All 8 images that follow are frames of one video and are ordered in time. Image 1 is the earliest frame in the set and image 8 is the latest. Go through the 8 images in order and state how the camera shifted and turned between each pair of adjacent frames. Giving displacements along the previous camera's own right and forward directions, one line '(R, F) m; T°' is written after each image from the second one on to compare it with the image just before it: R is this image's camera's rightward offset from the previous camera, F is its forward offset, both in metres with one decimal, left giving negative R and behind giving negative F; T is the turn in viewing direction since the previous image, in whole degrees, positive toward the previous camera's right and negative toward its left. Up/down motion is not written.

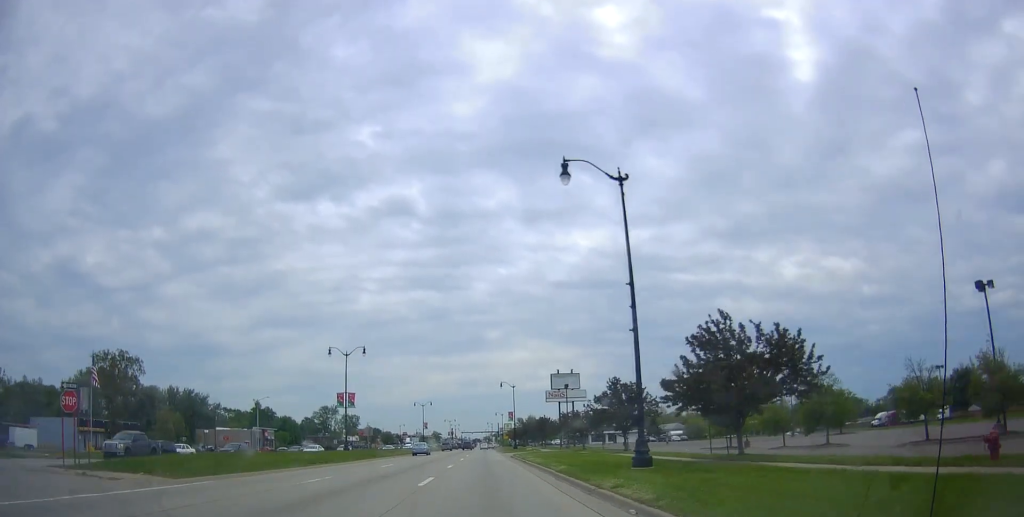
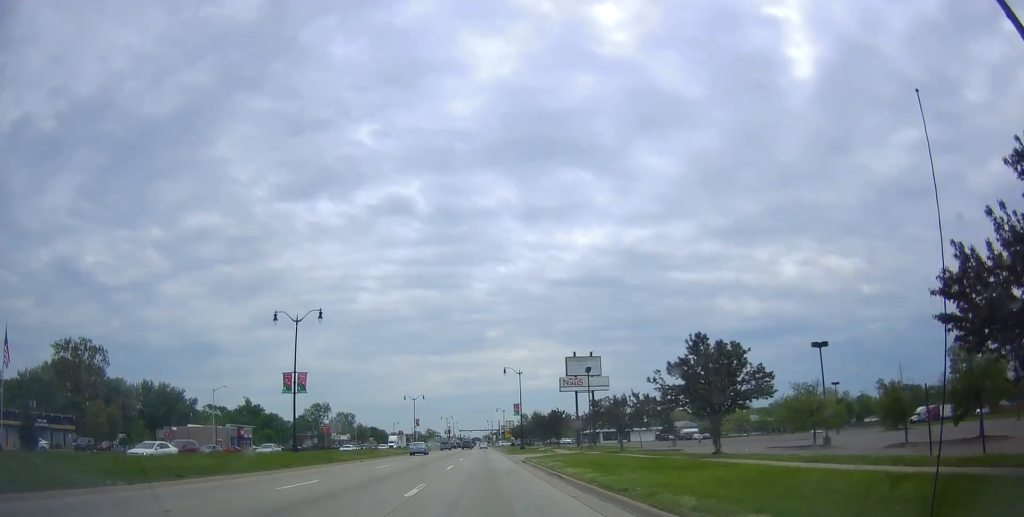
(-0.5, +17.0) m; +1°
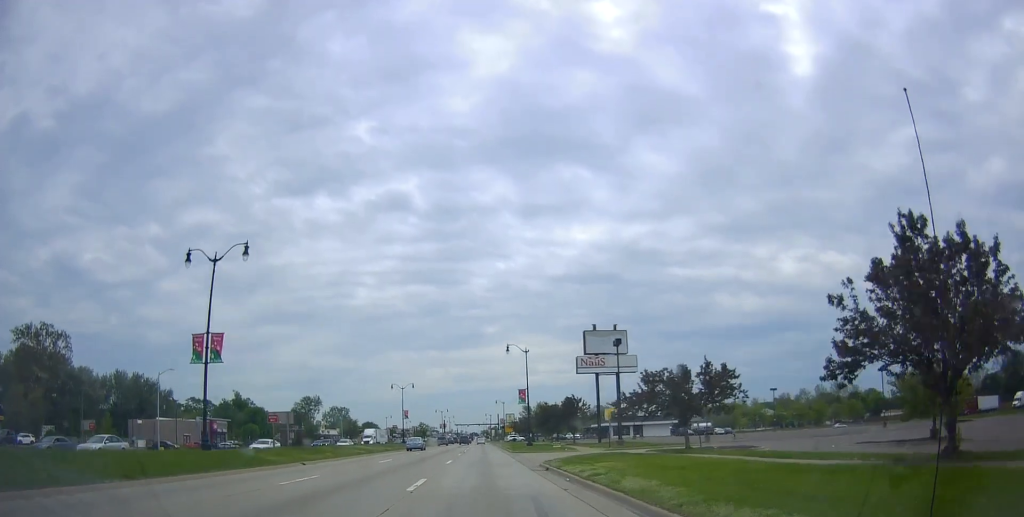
(+0.6, +14.9) m; +2°
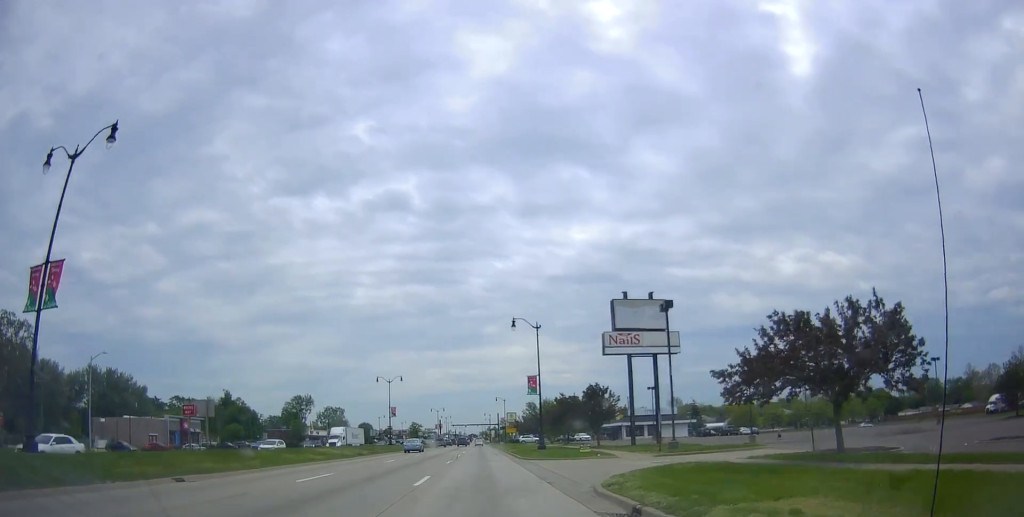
(0.0, +13.9) m; 0°
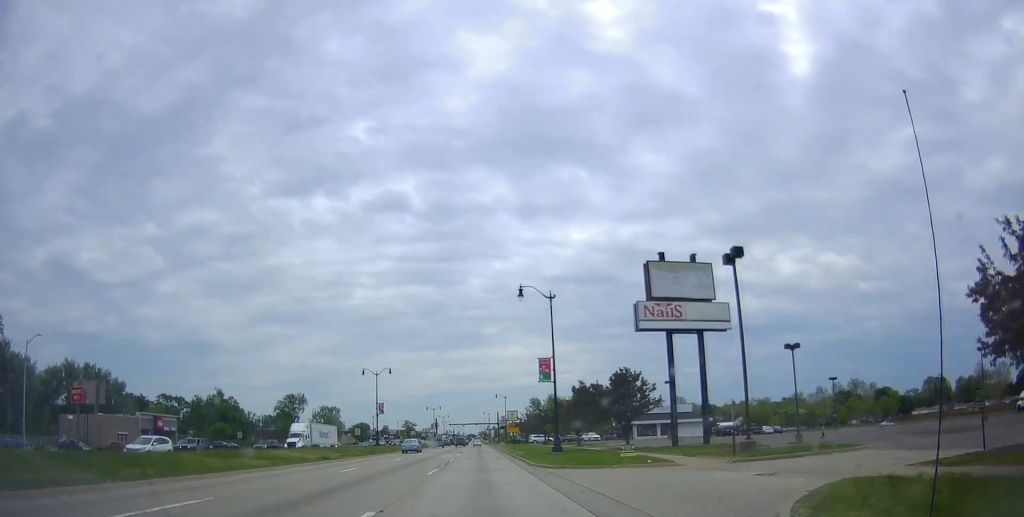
(0.0, +10.4) m; 0°
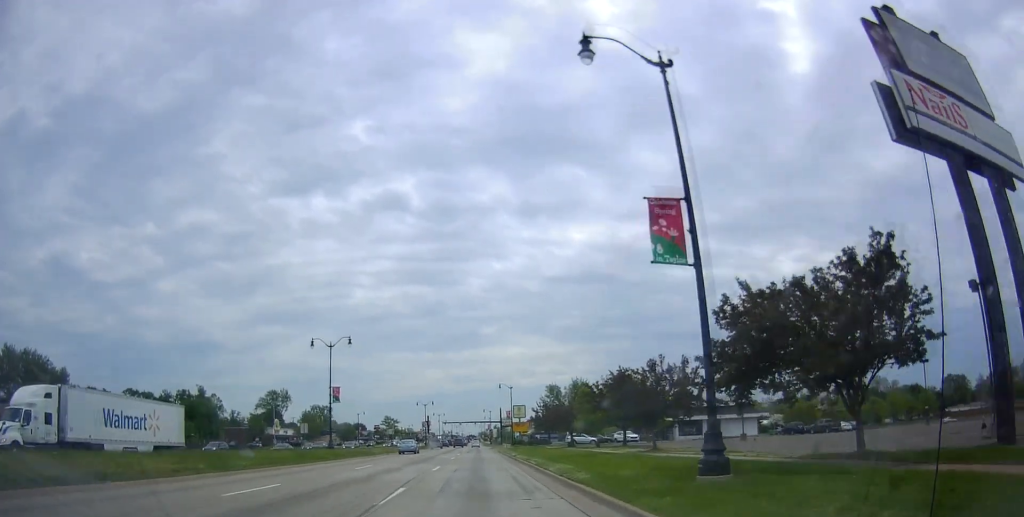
(0.0, +25.6) m; -2°
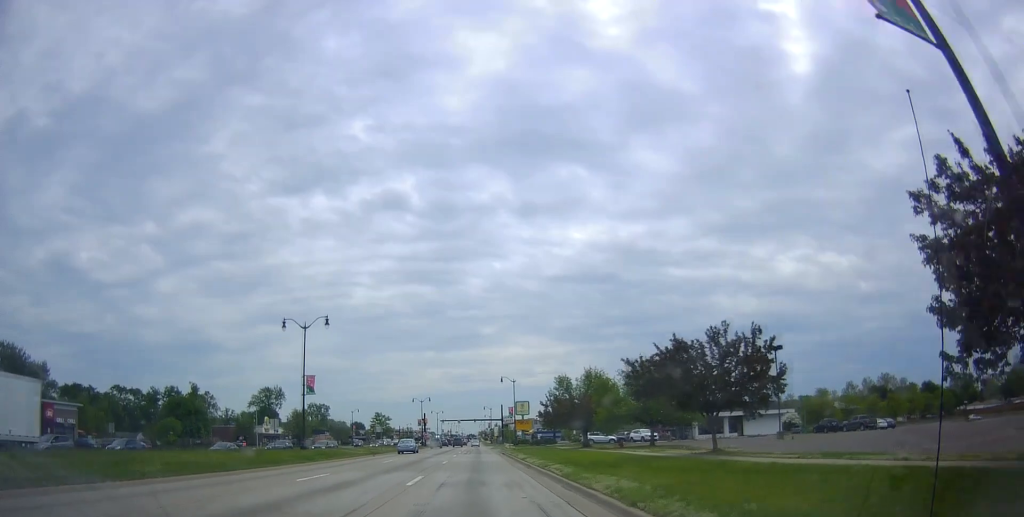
(-0.3, +8.8) m; 0°
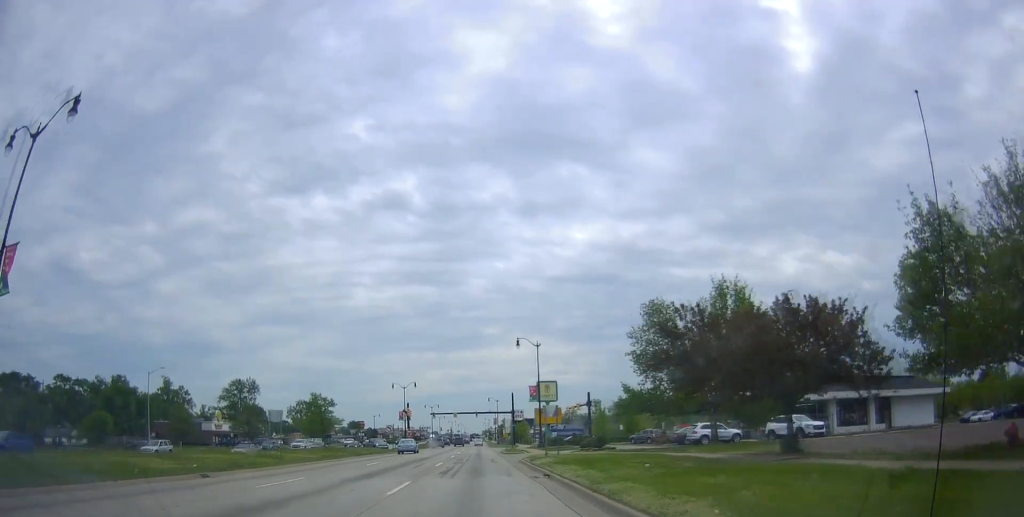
(+0.7, +35.4) m; +2°
